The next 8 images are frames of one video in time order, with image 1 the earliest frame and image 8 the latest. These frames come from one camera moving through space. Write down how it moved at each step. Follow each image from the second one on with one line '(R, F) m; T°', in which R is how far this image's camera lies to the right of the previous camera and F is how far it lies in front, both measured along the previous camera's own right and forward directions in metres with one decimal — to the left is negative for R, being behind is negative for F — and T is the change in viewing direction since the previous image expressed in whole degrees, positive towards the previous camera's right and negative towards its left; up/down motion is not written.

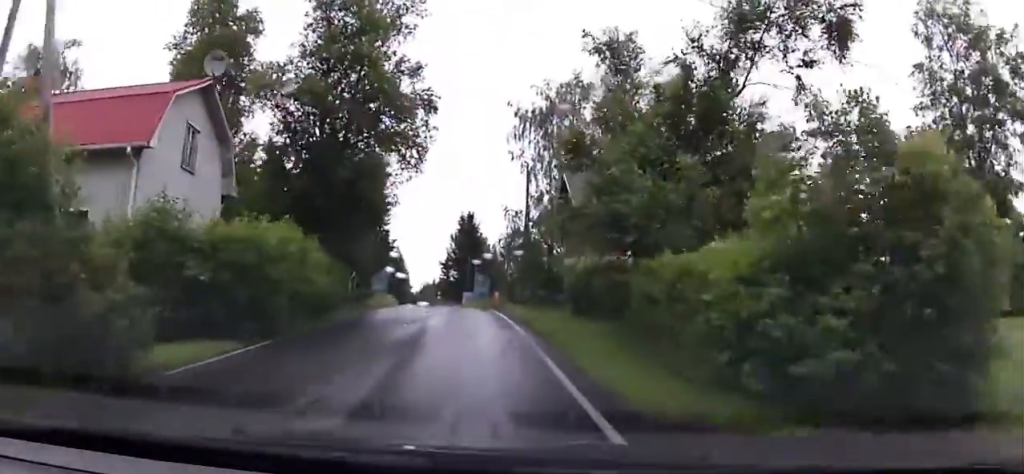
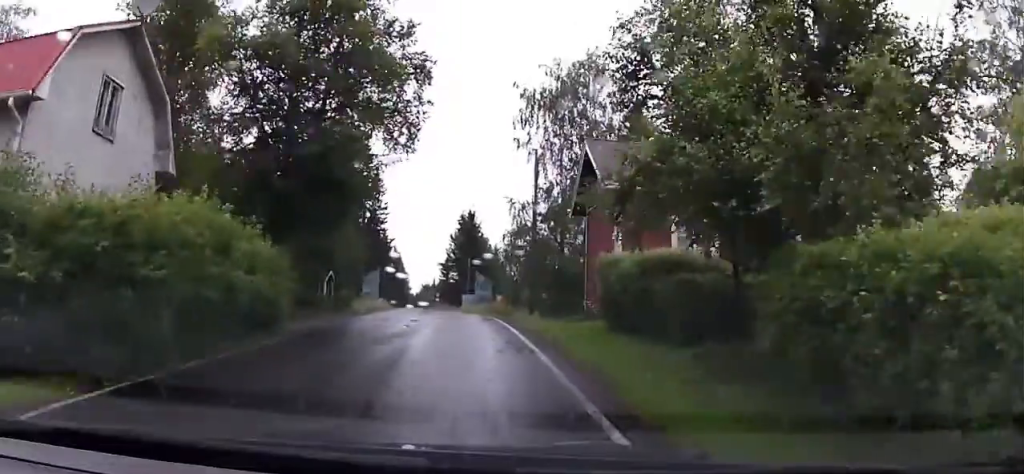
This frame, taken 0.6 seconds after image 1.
(-0.4, +5.2) m; -4°
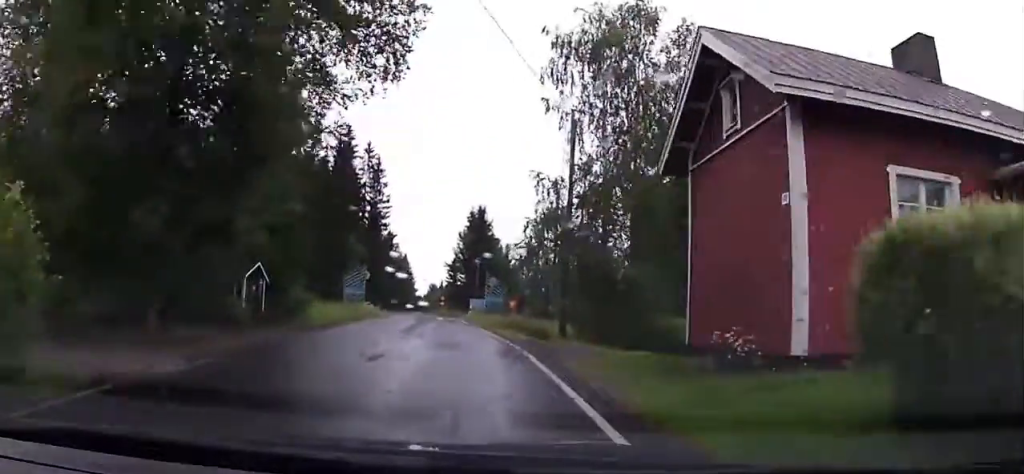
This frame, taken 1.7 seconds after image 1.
(-1.0, +11.2) m; -5°
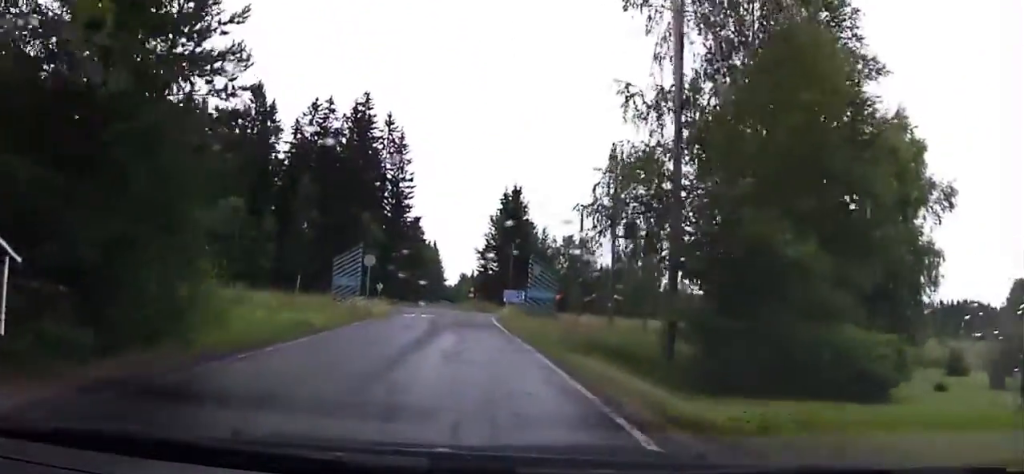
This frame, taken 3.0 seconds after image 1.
(0.0, +12.6) m; +1°
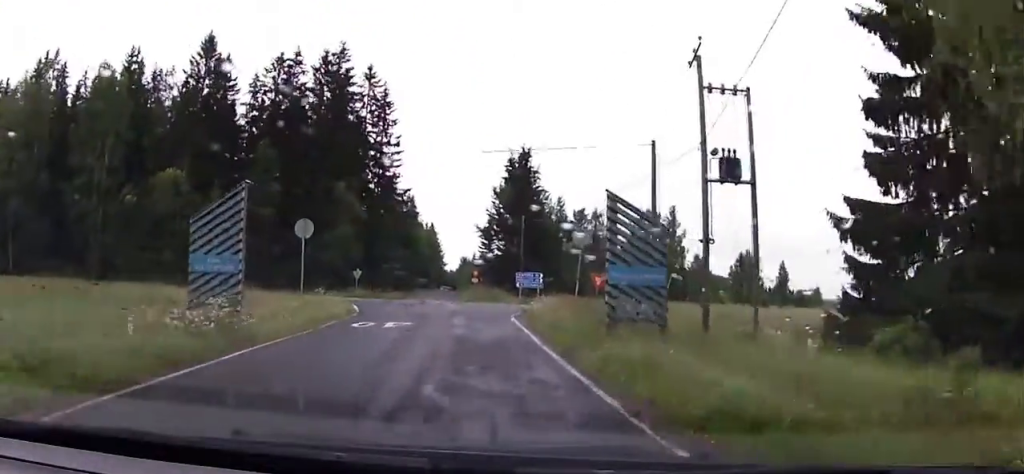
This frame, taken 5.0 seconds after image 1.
(-0.1, +17.0) m; -3°
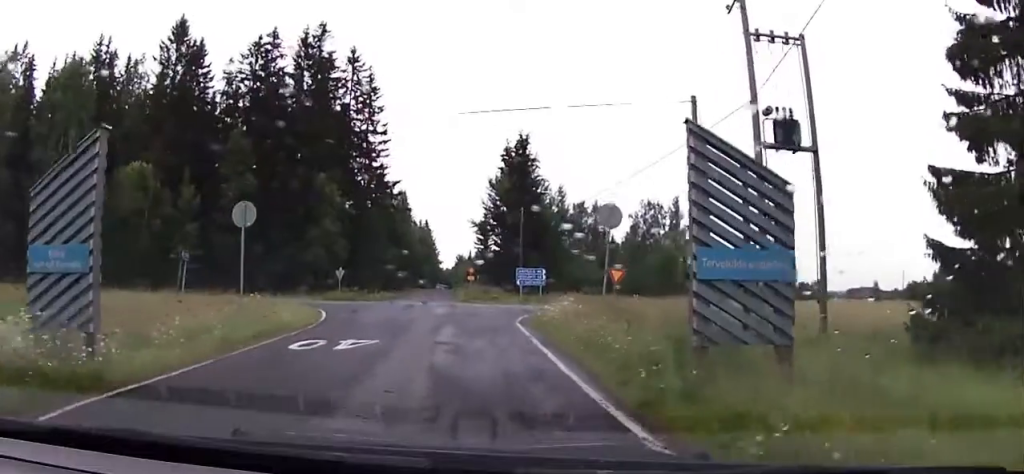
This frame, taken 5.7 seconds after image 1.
(-0.1, +6.1) m; -1°
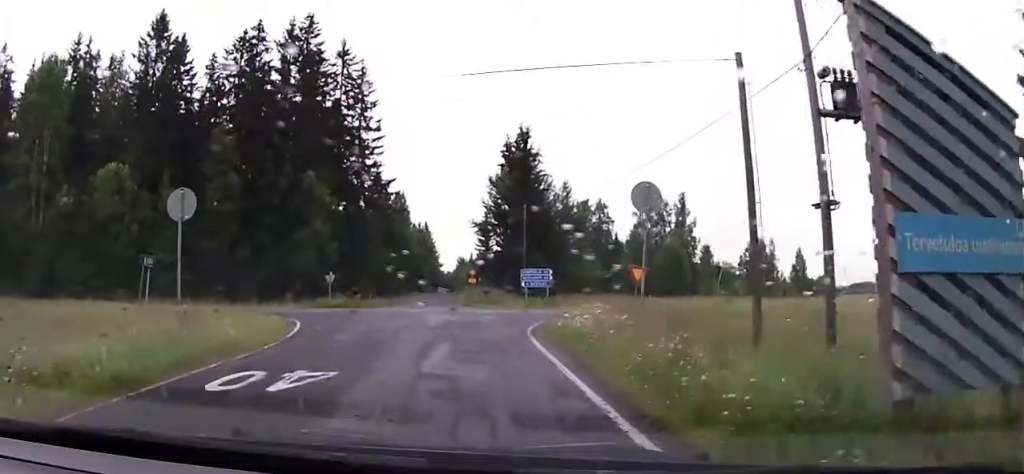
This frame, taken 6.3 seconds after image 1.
(0.0, +4.3) m; -1°
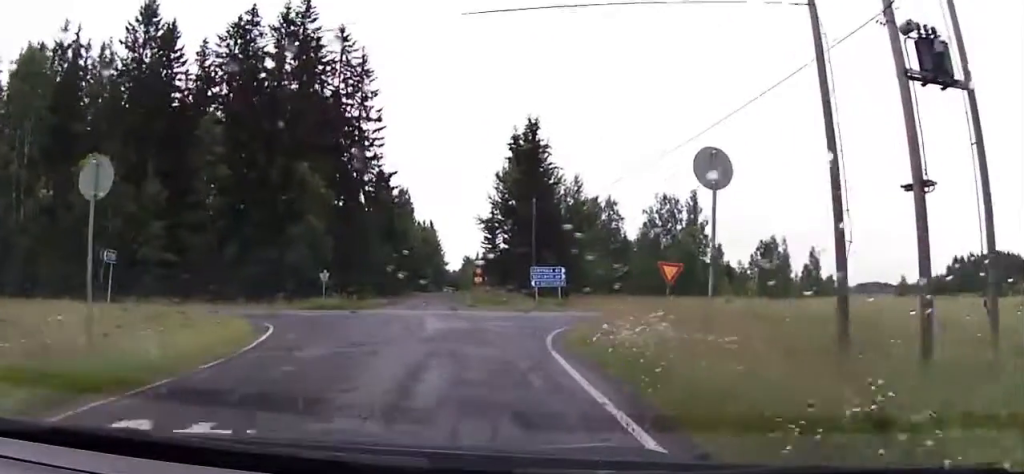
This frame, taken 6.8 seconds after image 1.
(-0.1, +4.0) m; +1°
